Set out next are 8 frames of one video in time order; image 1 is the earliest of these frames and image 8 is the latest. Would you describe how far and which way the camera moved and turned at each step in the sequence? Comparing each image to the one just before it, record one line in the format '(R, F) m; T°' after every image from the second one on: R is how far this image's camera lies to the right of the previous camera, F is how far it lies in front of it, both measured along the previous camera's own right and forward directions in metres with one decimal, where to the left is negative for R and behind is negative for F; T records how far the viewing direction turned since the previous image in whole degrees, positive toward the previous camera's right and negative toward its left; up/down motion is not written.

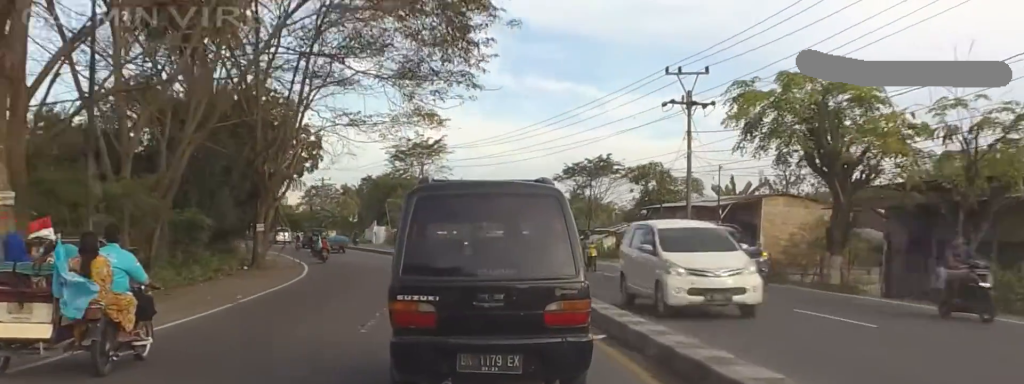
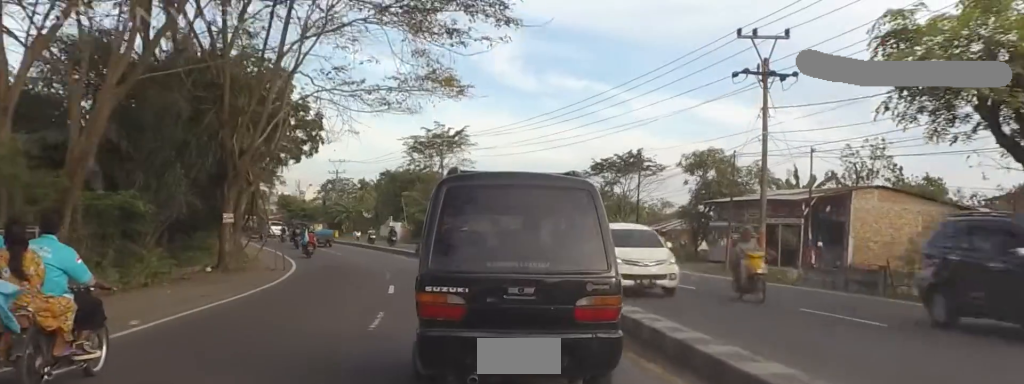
(-0.6, +8.5) m; -4°
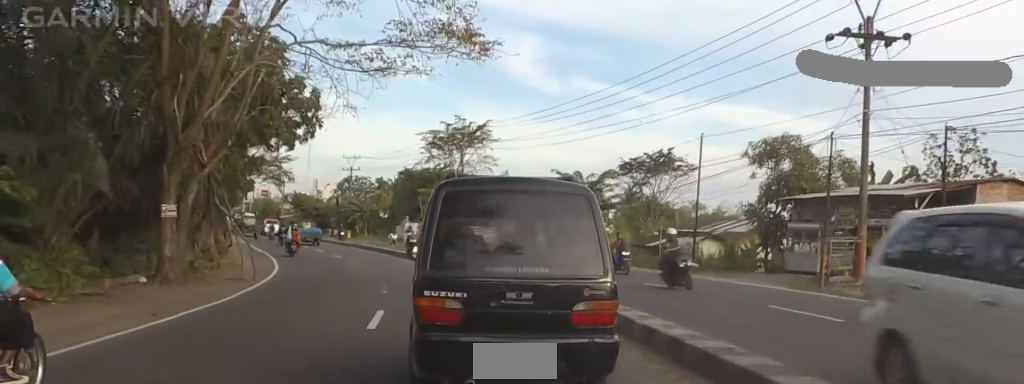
(0.0, +8.1) m; 0°
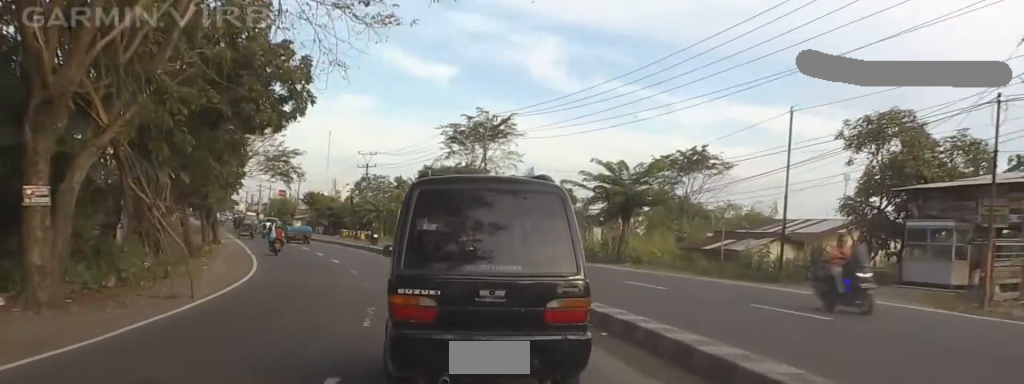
(0.0, +8.0) m; +1°
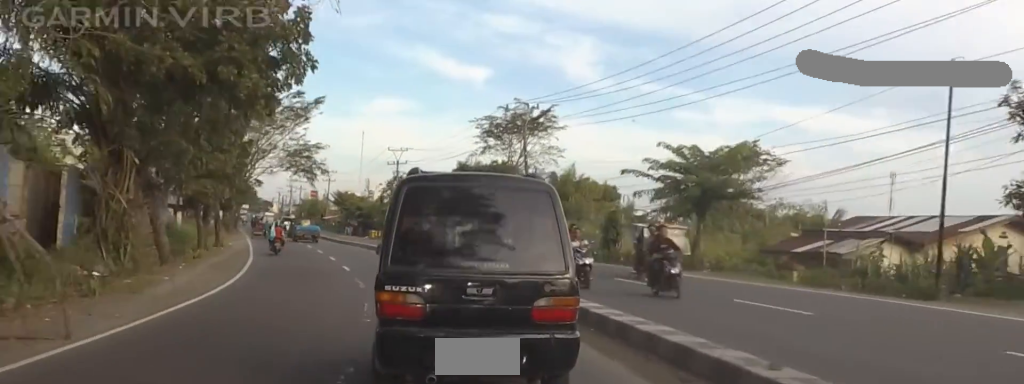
(-0.2, +7.4) m; +2°
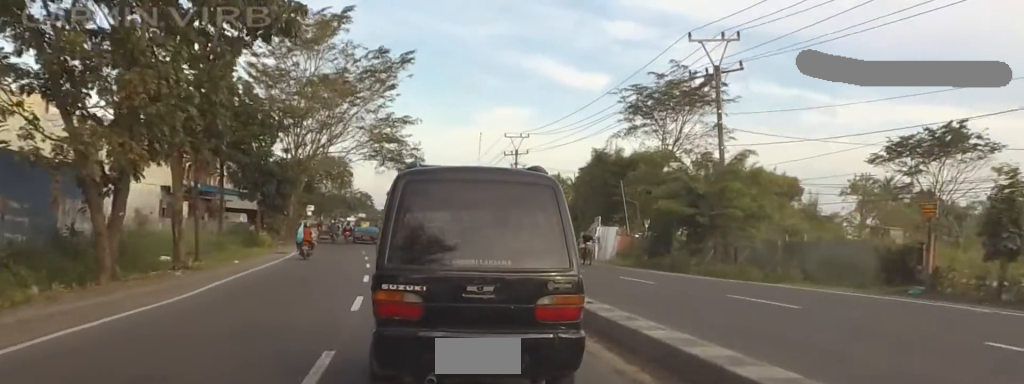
(-0.7, +23.1) m; -7°
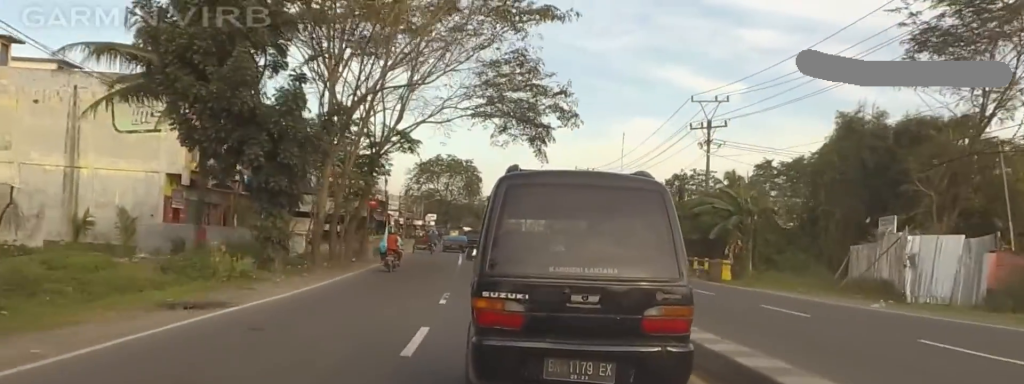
(-4.2, +29.5) m; -15°
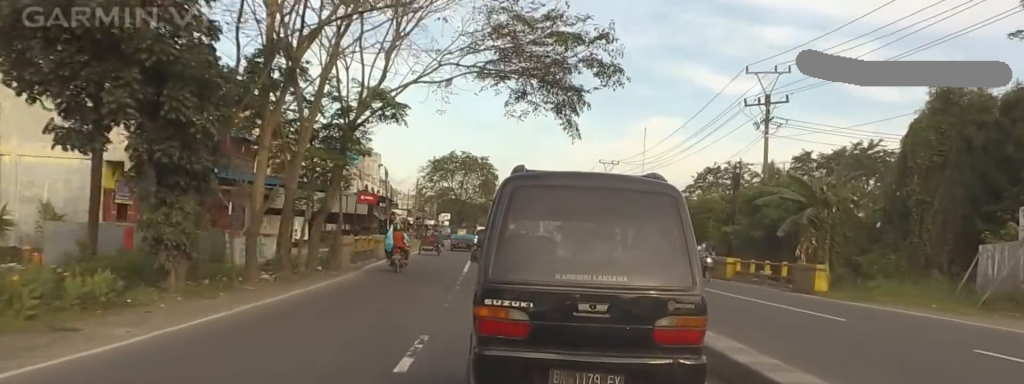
(-0.1, +9.5) m; +5°
